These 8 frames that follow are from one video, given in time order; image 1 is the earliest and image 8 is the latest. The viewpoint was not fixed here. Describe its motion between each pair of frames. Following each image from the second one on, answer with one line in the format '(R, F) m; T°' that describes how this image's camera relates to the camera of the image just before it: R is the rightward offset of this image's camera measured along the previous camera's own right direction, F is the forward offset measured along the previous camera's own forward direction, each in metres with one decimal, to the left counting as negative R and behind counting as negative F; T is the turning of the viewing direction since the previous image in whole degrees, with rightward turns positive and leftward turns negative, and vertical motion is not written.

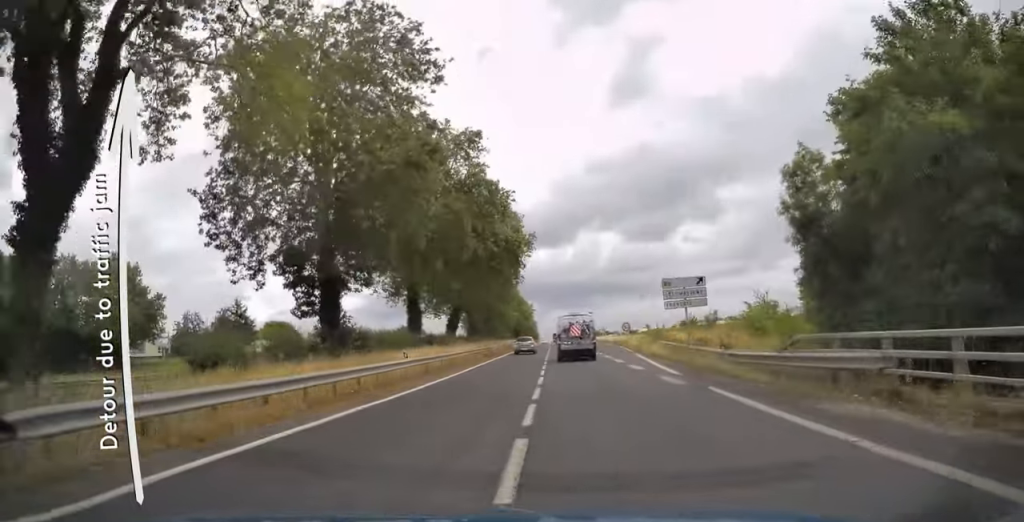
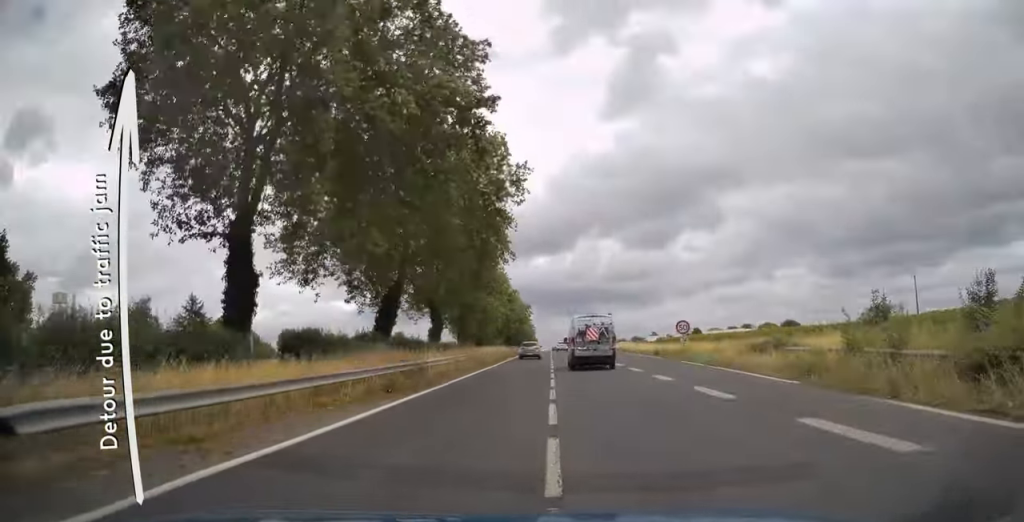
(-0.1, +29.8) m; 0°
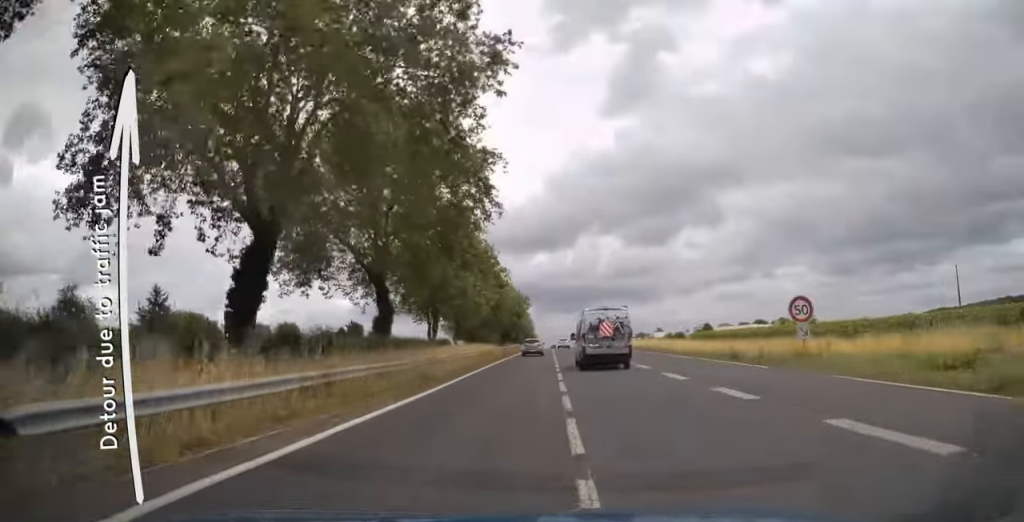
(+0.2, +20.1) m; +1°
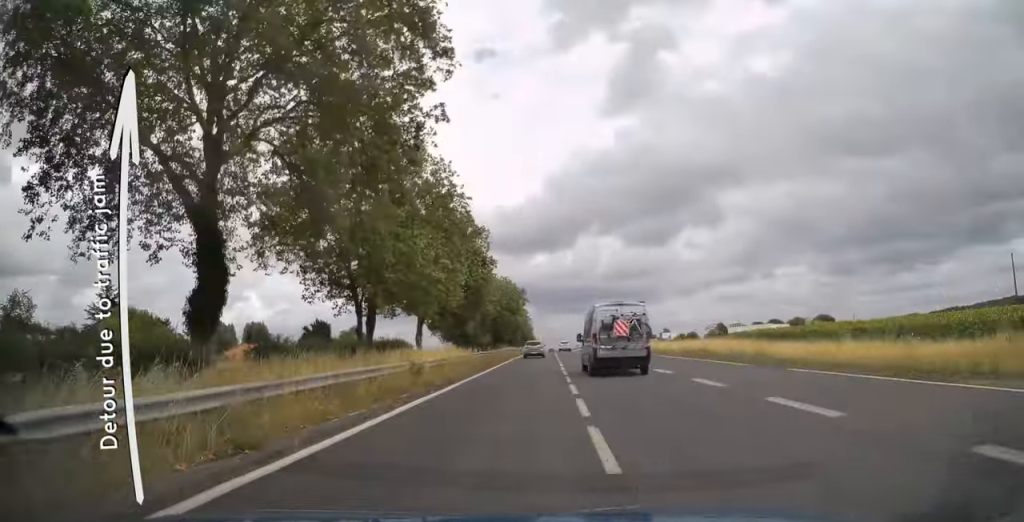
(0.0, +22.7) m; 0°
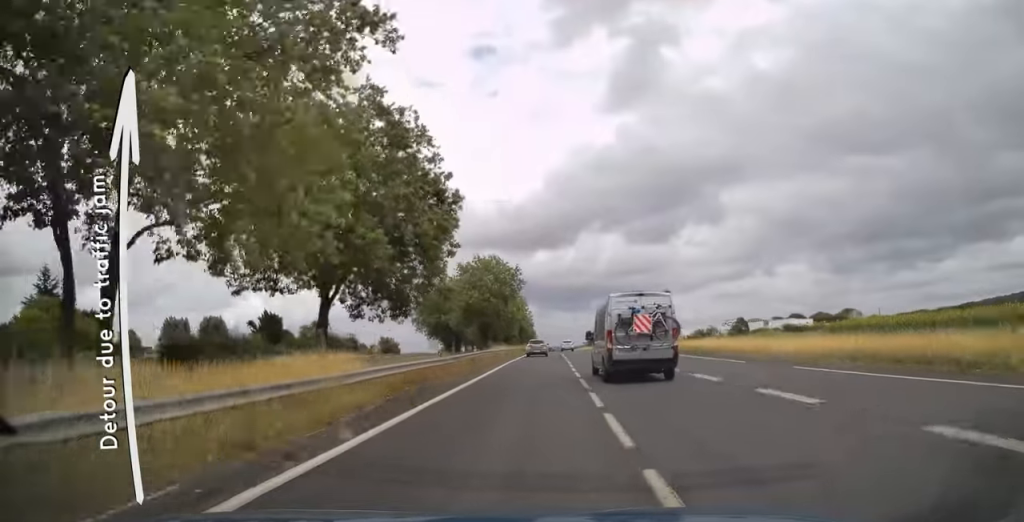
(-0.2, +24.9) m; 0°
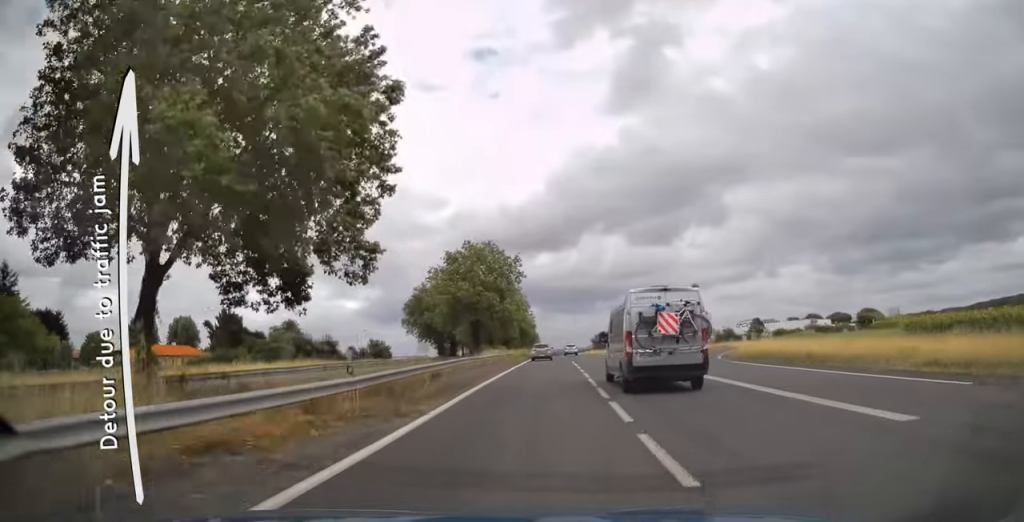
(-0.2, +15.1) m; 0°
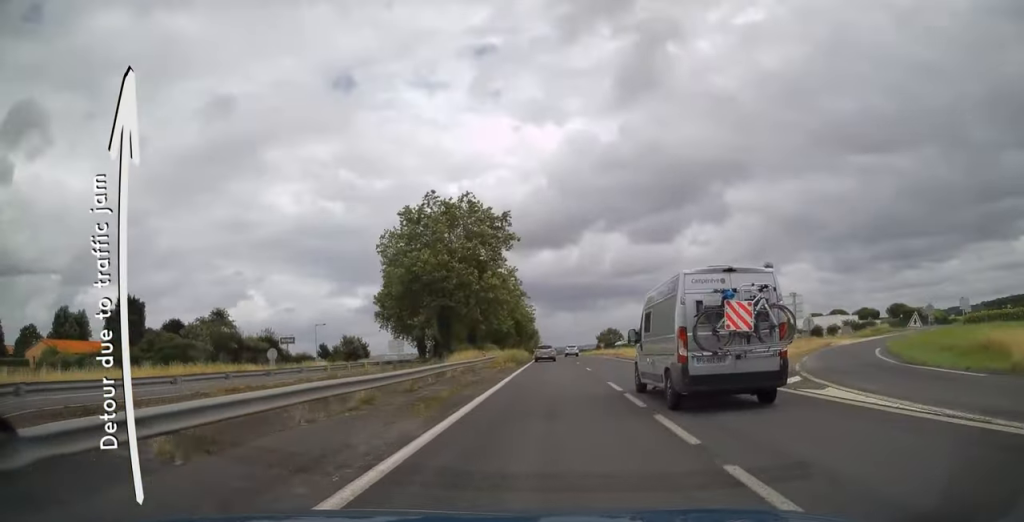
(+0.3, +23.8) m; 0°
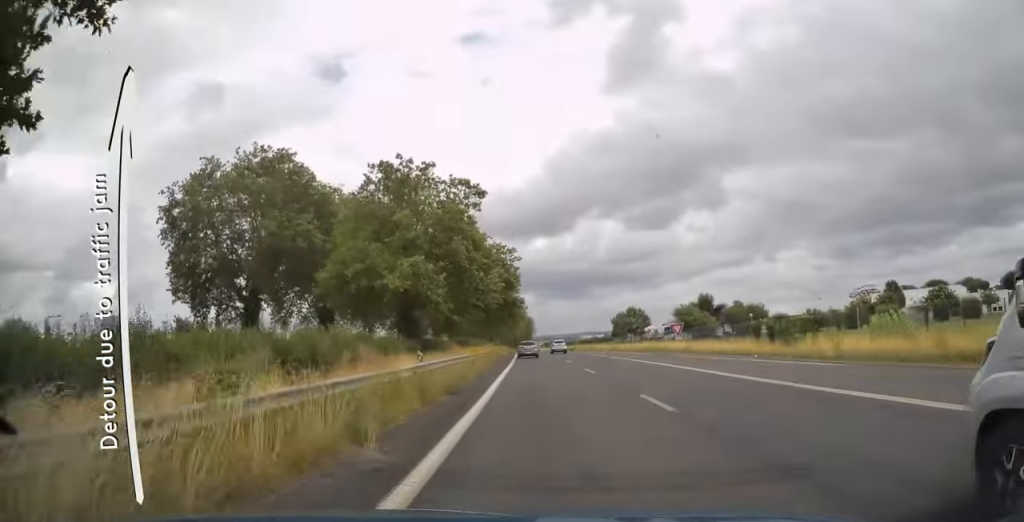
(-0.7, +71.1) m; 0°
